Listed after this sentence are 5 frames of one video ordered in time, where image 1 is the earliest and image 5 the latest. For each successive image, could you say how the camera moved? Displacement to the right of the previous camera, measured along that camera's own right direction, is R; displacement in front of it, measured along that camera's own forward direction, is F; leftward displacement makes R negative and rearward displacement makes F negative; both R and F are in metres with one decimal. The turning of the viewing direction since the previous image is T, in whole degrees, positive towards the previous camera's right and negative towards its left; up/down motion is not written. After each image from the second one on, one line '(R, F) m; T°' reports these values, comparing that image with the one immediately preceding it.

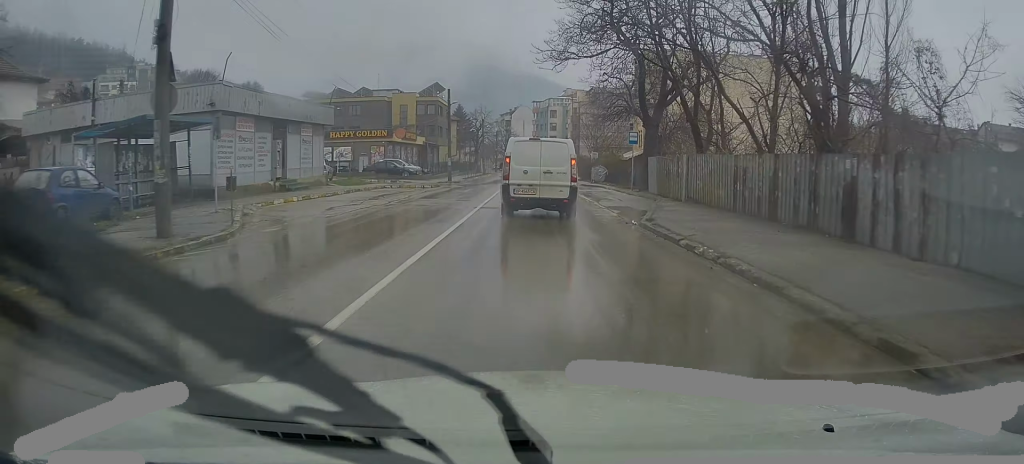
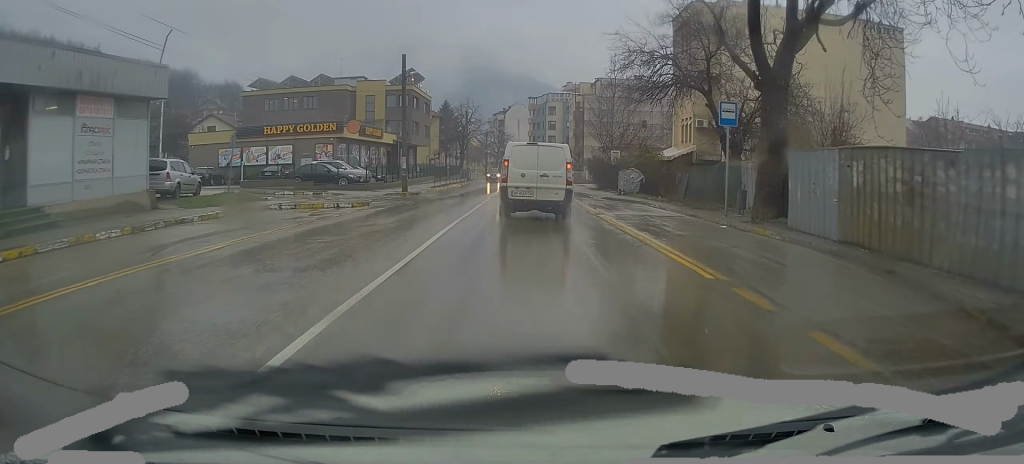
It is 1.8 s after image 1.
(0.0, +17.8) m; -1°
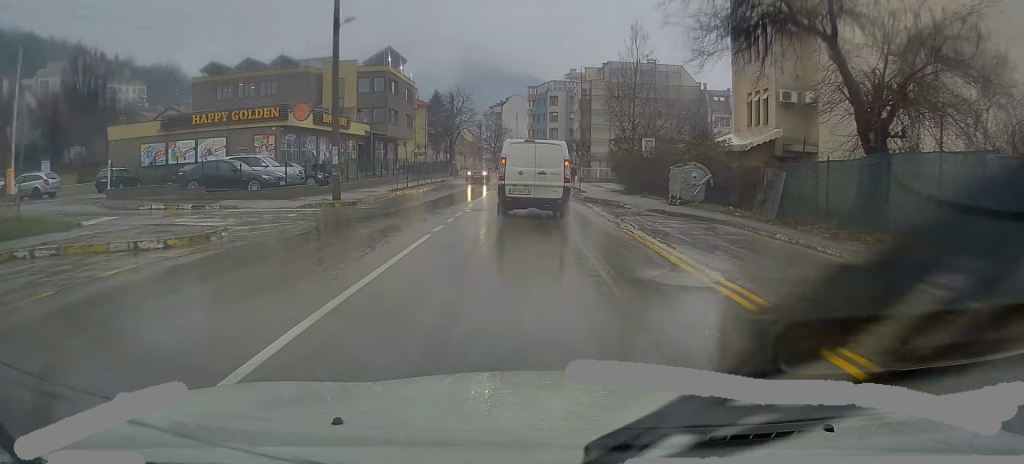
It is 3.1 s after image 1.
(0.0, +12.3) m; +1°
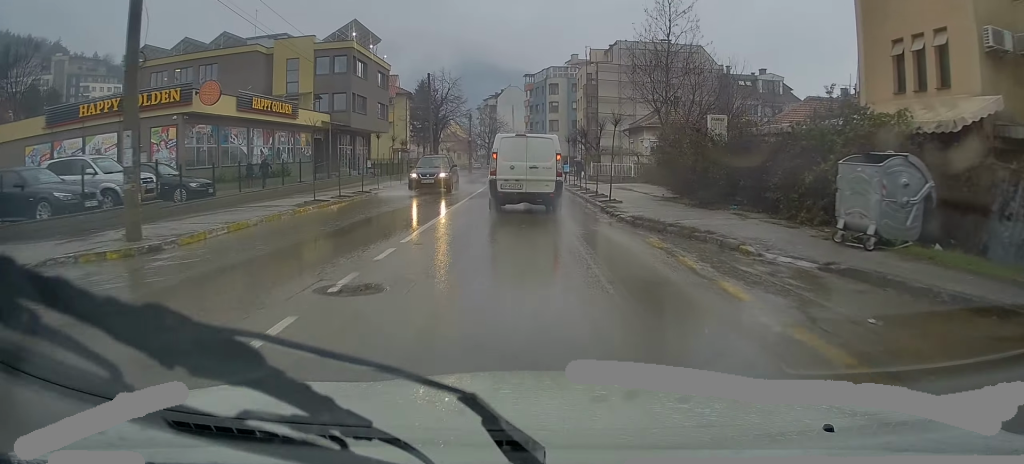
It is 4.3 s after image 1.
(+0.2, +12.6) m; +2°
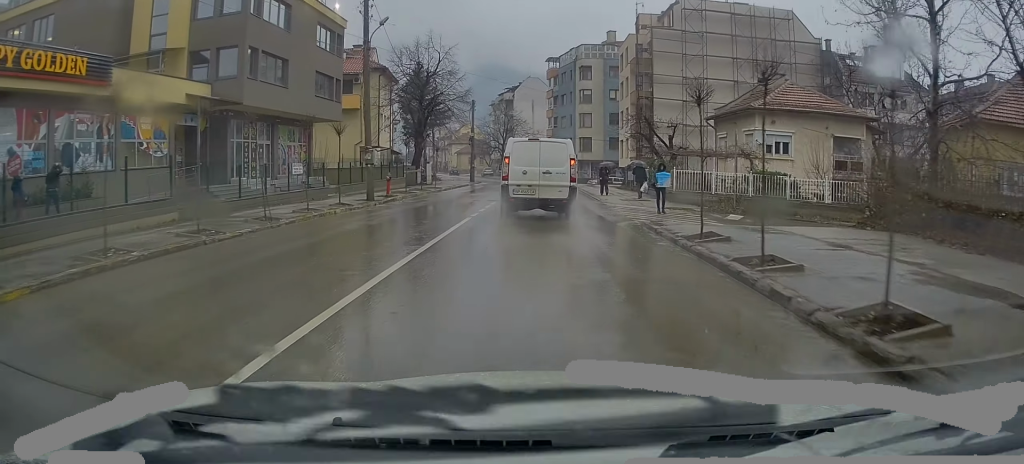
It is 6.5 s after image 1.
(+1.0, +24.2) m; +1°
